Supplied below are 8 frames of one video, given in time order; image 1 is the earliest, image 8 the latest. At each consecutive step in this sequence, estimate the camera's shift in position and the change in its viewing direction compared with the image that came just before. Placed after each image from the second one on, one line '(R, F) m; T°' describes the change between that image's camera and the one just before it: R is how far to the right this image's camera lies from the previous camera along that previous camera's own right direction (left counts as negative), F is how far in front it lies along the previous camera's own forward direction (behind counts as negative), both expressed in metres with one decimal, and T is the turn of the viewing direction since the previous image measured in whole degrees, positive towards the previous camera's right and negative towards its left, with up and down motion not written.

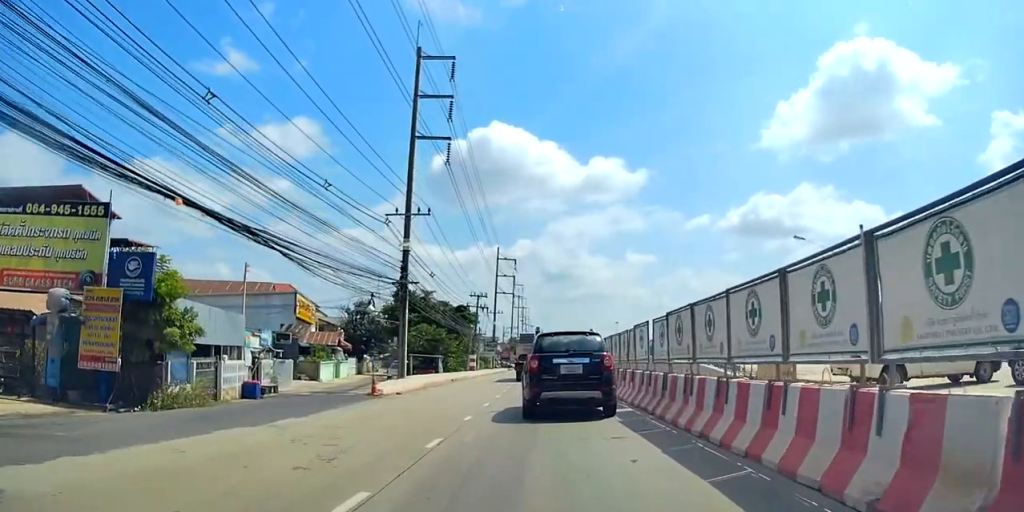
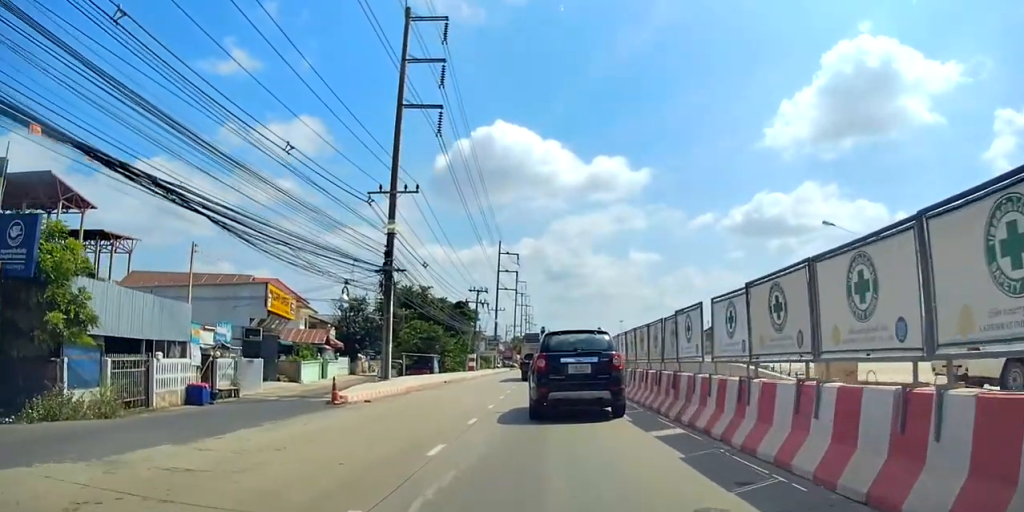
(-0.3, +5.0) m; -2°
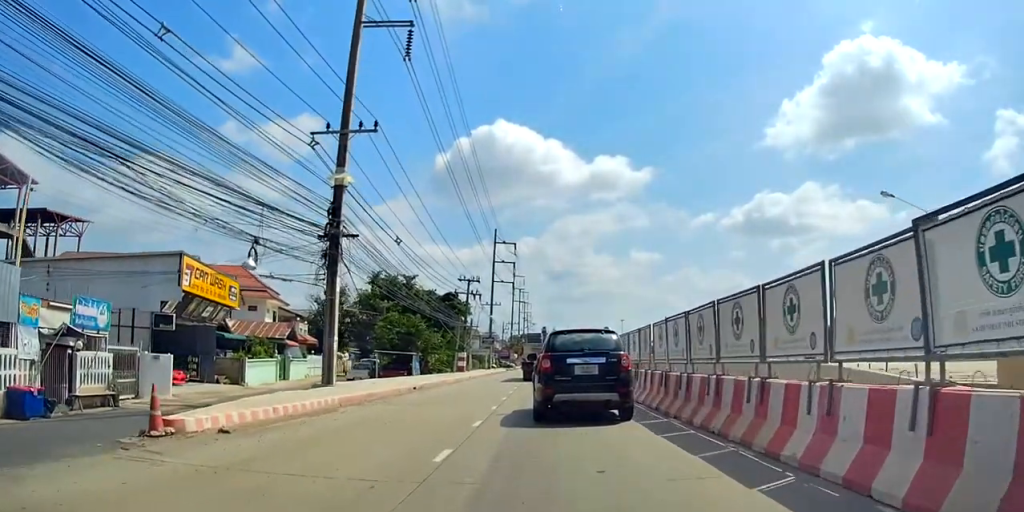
(+0.2, +9.1) m; +1°
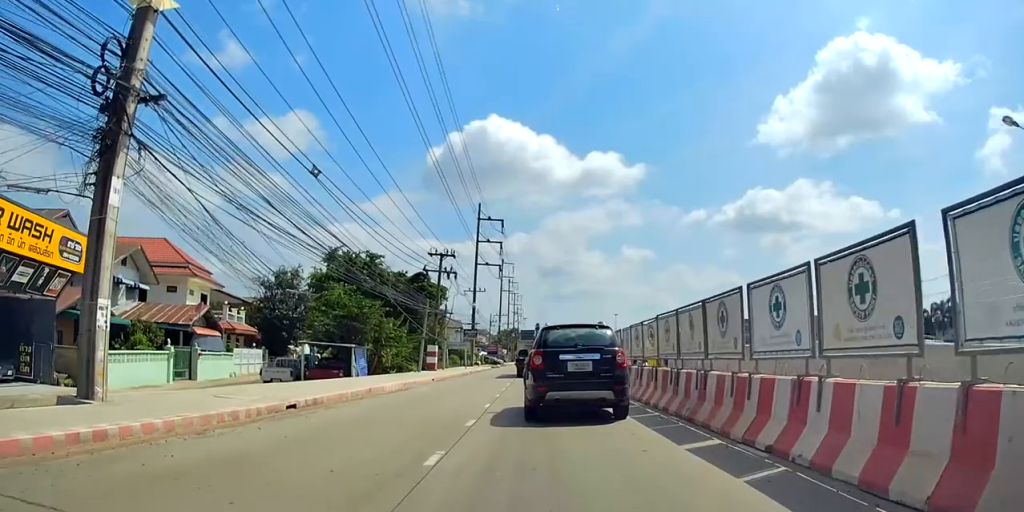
(+0.5, +14.1) m; +3°
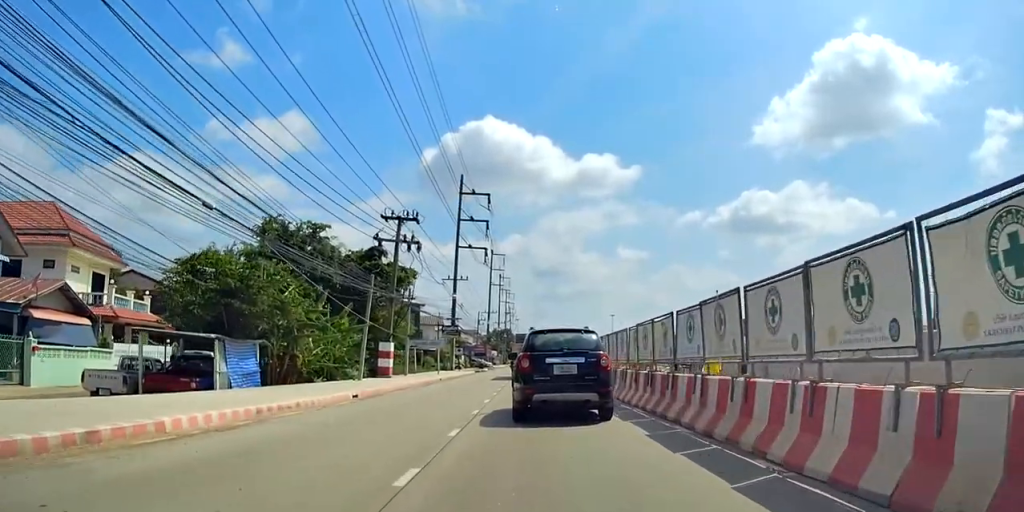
(-0.2, +14.9) m; +1°
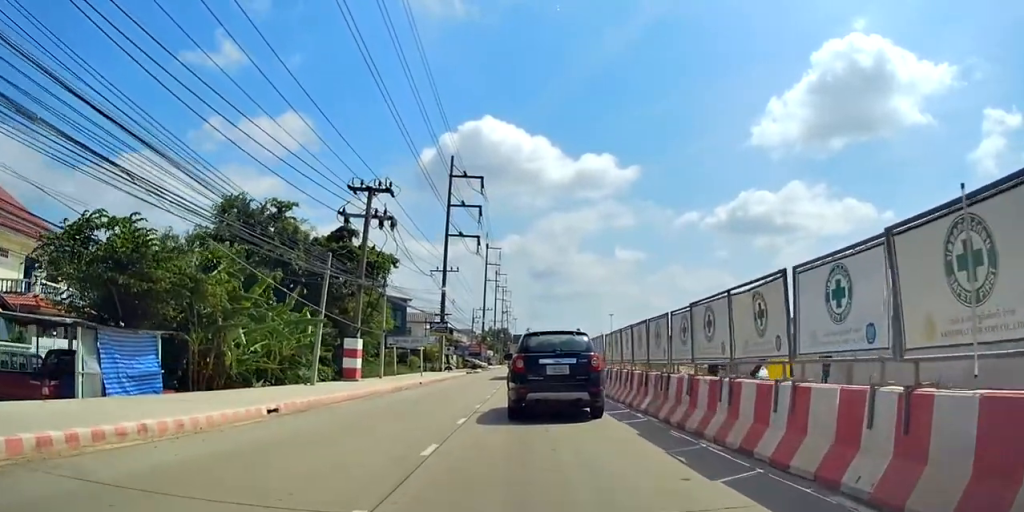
(+0.4, +6.8) m; +1°
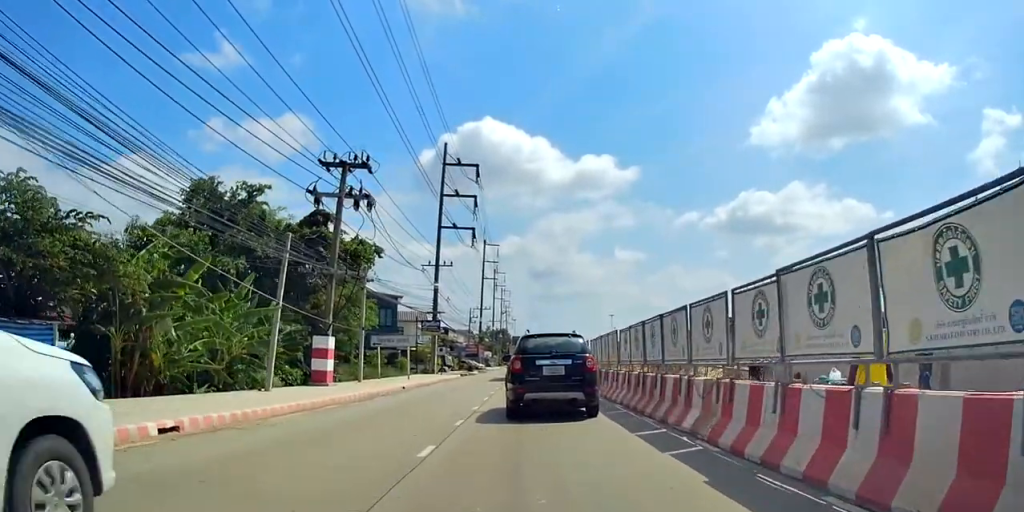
(-0.1, +4.3) m; -2°
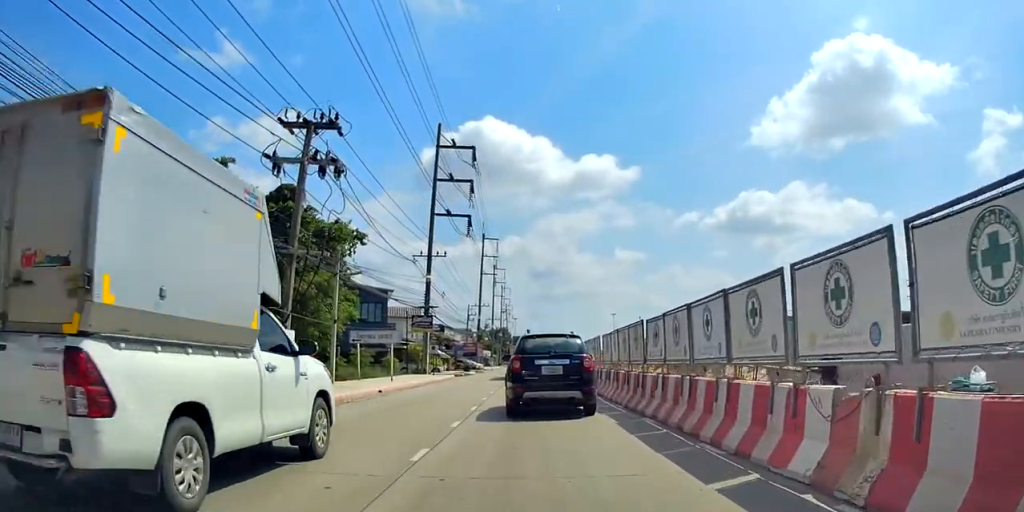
(-0.1, +4.7) m; 0°
